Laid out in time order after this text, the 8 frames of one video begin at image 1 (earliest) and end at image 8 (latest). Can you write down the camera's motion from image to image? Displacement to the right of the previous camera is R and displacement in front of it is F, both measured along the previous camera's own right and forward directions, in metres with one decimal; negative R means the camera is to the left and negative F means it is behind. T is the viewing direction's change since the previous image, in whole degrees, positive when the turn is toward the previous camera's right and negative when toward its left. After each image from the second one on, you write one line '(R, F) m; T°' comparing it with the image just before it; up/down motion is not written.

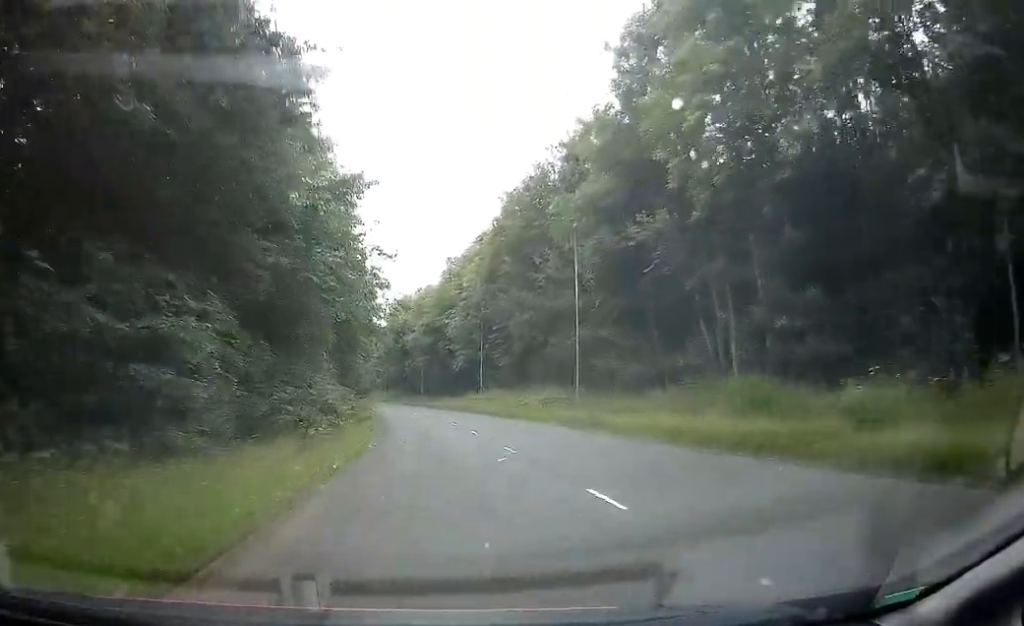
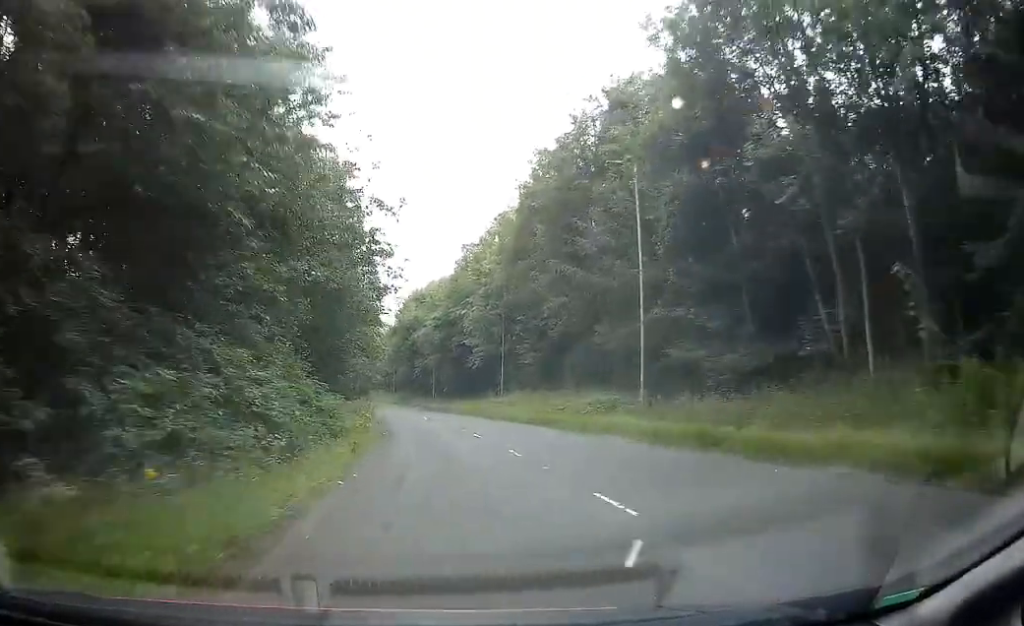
(+0.1, +8.8) m; 0°
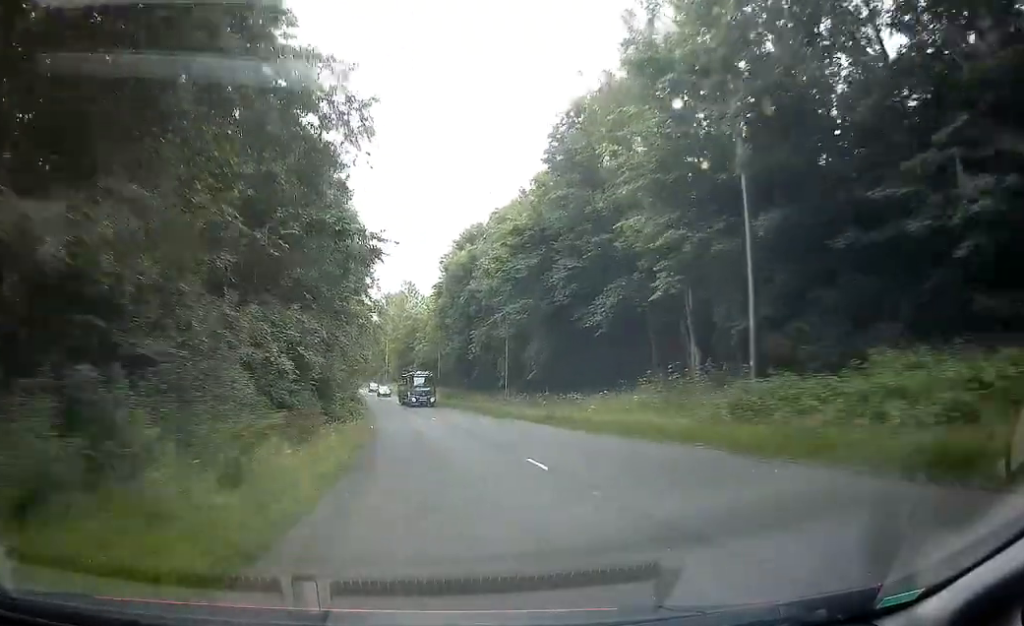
(-1.6, +39.5) m; -4°
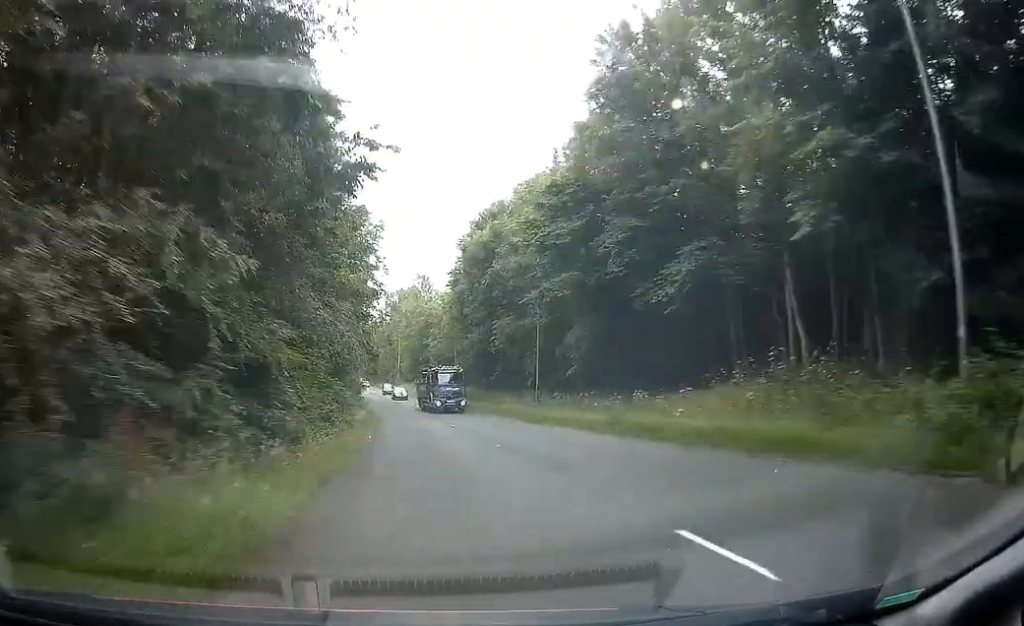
(0.0, +8.3) m; -1°
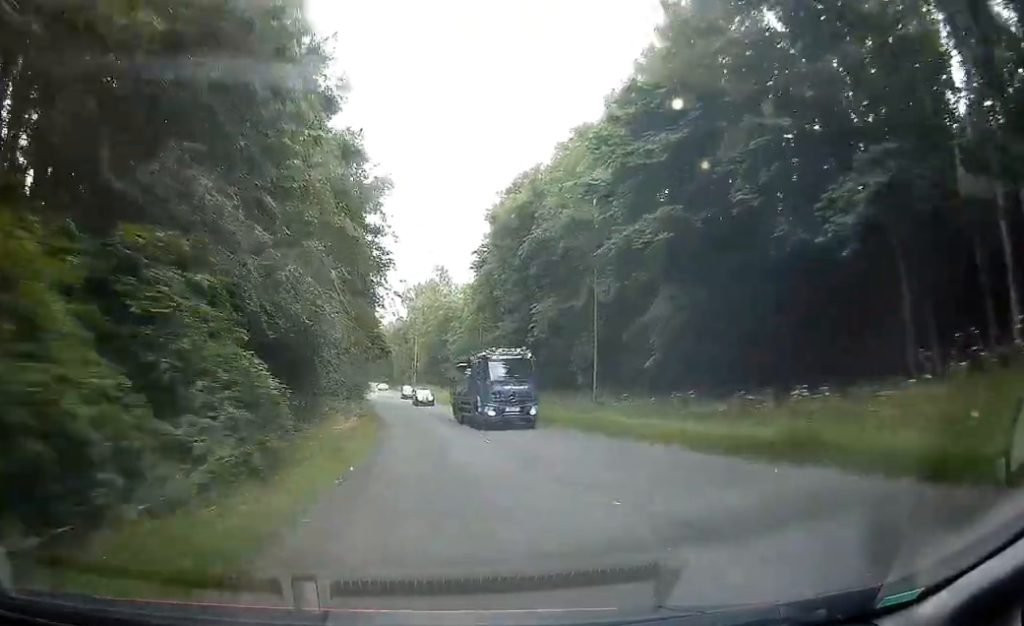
(-0.1, +10.6) m; -1°
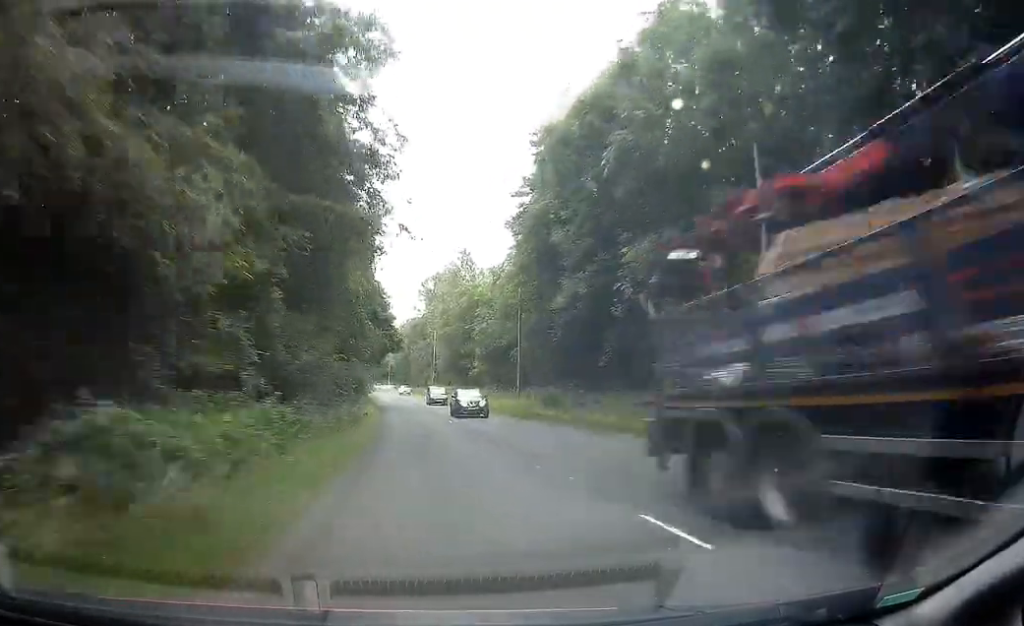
(-0.2, +15.3) m; -1°
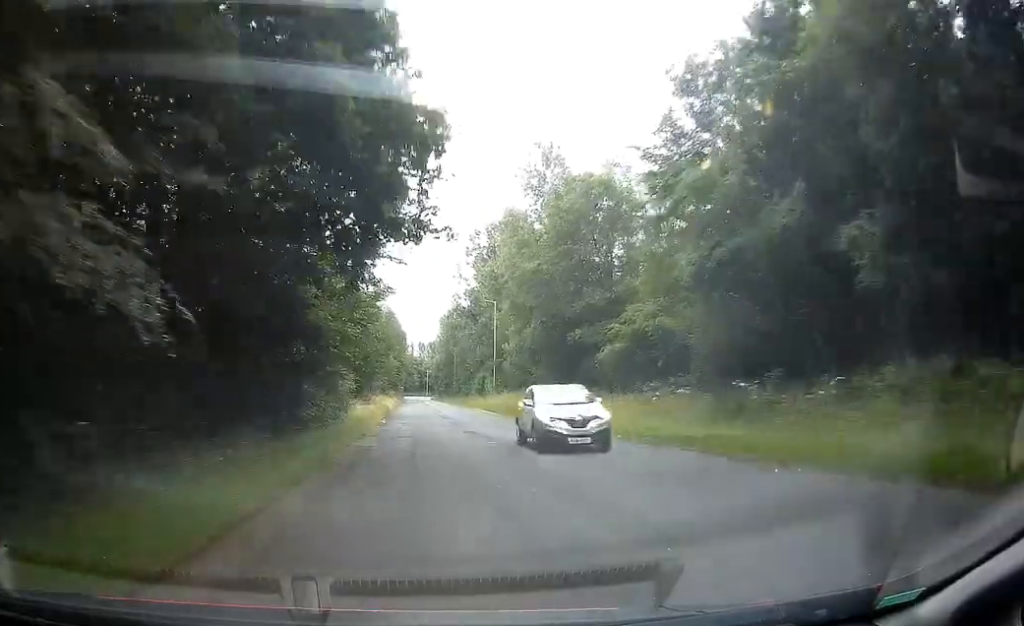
(-1.1, +43.4) m; -3°
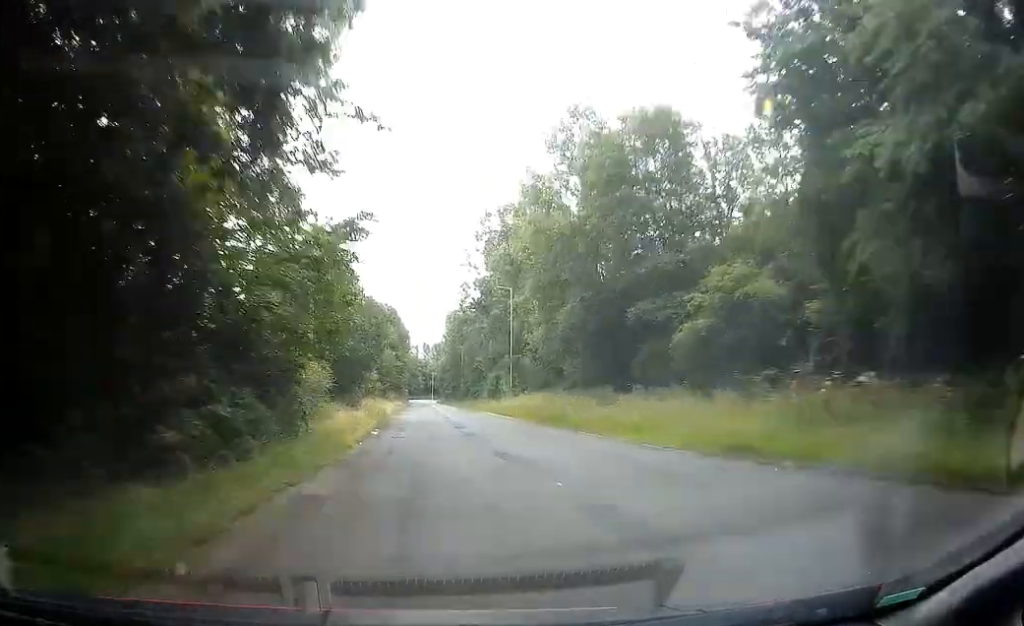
(-0.1, +9.2) m; -1°
